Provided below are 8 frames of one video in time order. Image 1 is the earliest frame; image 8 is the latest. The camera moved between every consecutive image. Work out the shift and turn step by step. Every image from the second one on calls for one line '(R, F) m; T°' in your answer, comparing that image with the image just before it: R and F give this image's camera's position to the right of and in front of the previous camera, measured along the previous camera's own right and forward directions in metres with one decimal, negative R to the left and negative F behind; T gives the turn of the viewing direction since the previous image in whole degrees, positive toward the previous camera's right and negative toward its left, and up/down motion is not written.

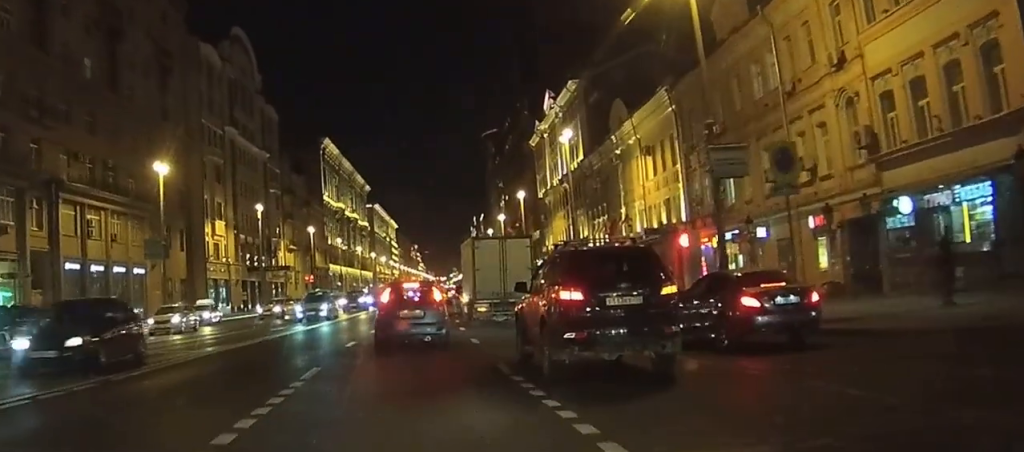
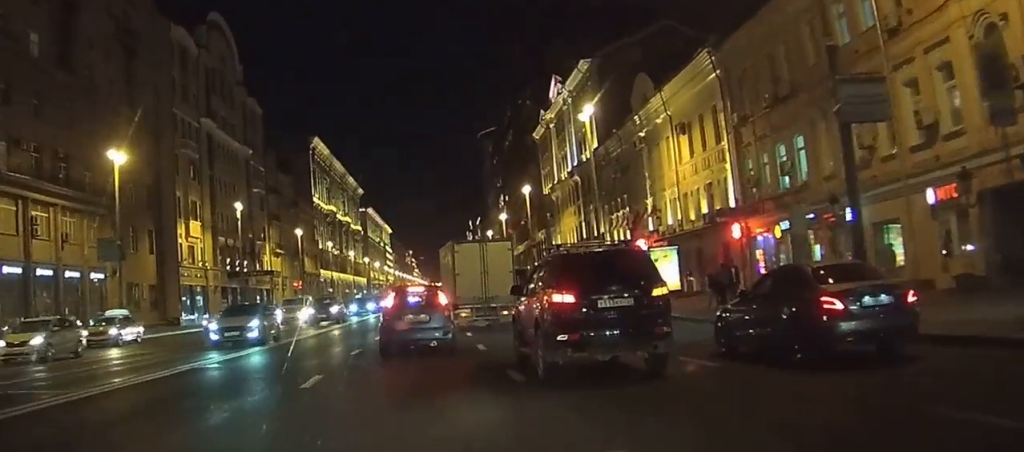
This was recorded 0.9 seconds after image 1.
(0.0, +8.2) m; 0°
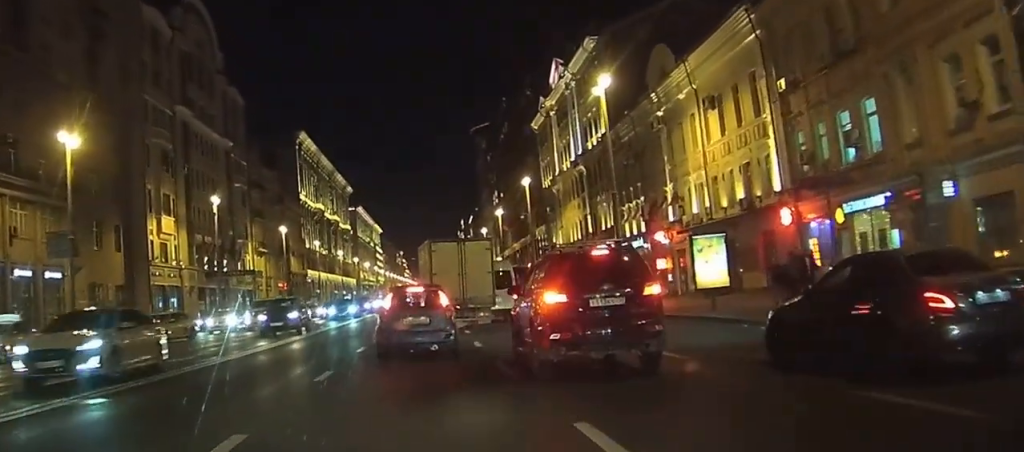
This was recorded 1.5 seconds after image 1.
(0.0, +5.9) m; 0°
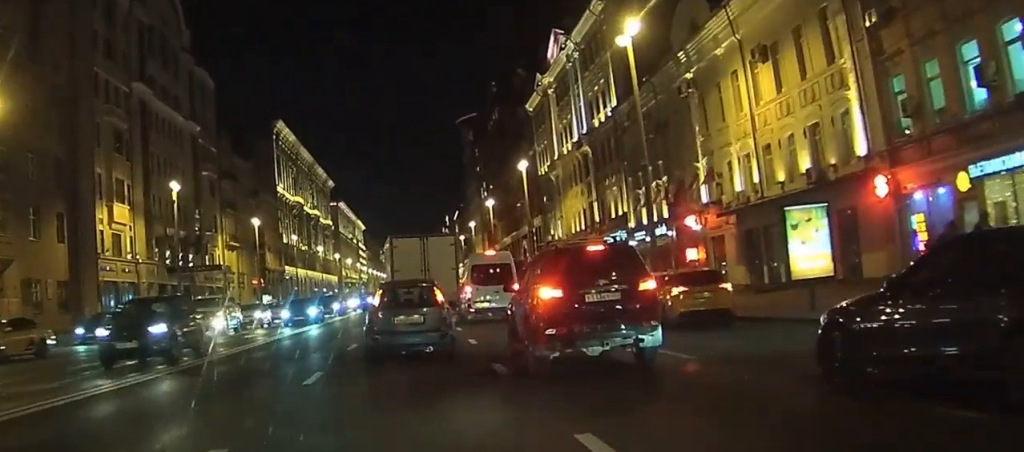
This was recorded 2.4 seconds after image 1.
(+0.1, +7.8) m; +1°
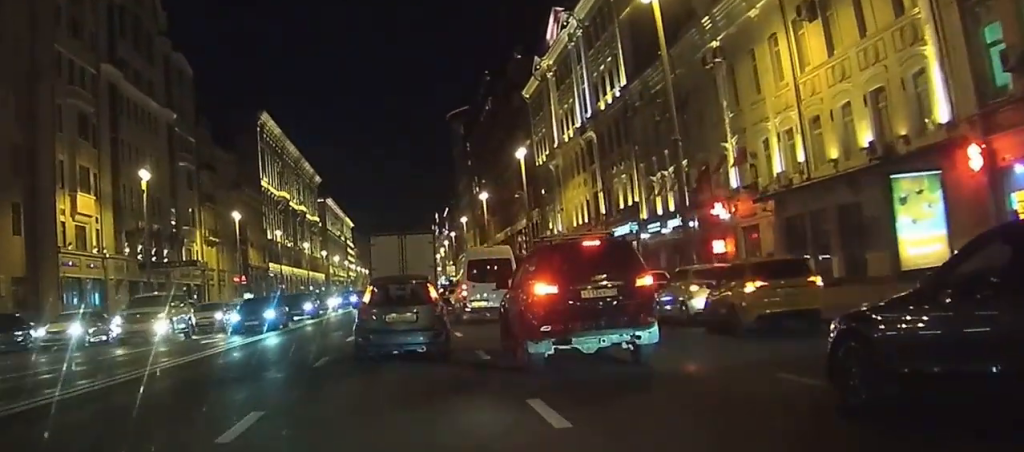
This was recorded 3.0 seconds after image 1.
(0.0, +5.2) m; +1°
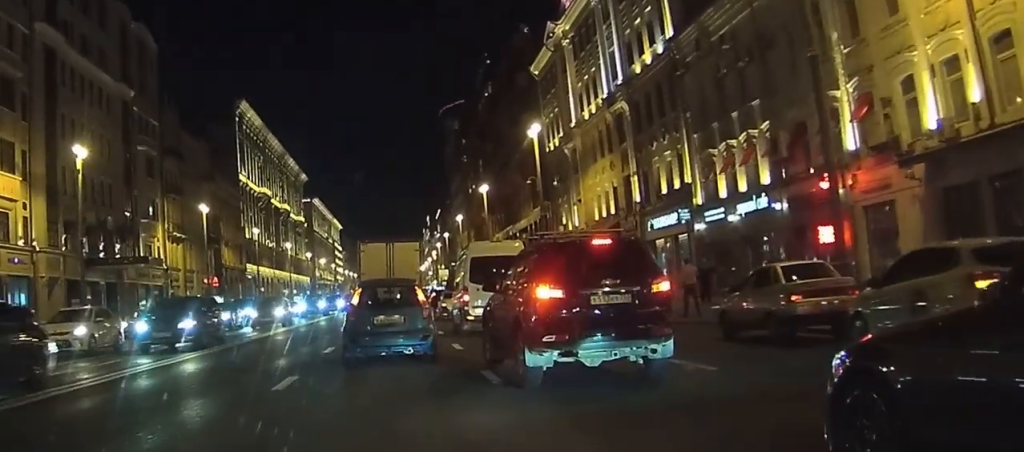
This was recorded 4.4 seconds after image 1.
(+0.2, +11.6) m; +1°
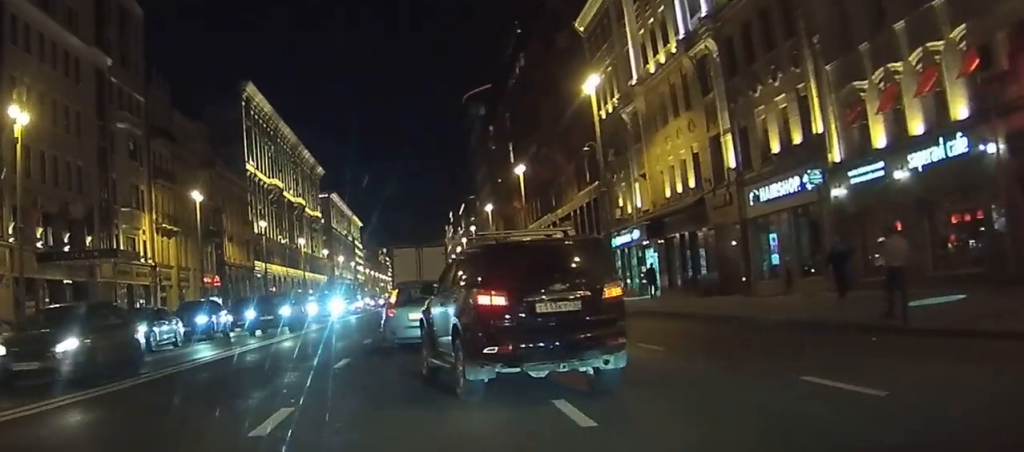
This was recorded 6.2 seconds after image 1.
(+0.1, +12.6) m; +1°
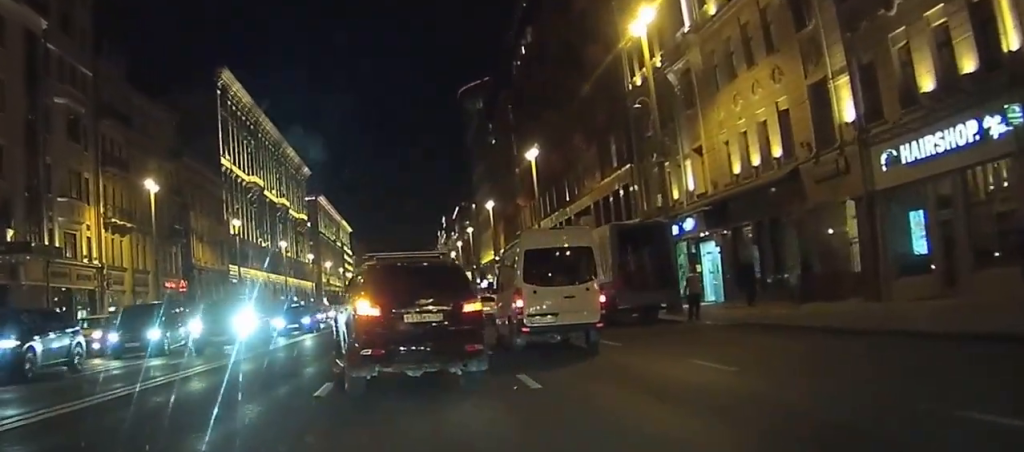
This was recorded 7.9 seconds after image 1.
(-0.1, +12.5) m; -1°
